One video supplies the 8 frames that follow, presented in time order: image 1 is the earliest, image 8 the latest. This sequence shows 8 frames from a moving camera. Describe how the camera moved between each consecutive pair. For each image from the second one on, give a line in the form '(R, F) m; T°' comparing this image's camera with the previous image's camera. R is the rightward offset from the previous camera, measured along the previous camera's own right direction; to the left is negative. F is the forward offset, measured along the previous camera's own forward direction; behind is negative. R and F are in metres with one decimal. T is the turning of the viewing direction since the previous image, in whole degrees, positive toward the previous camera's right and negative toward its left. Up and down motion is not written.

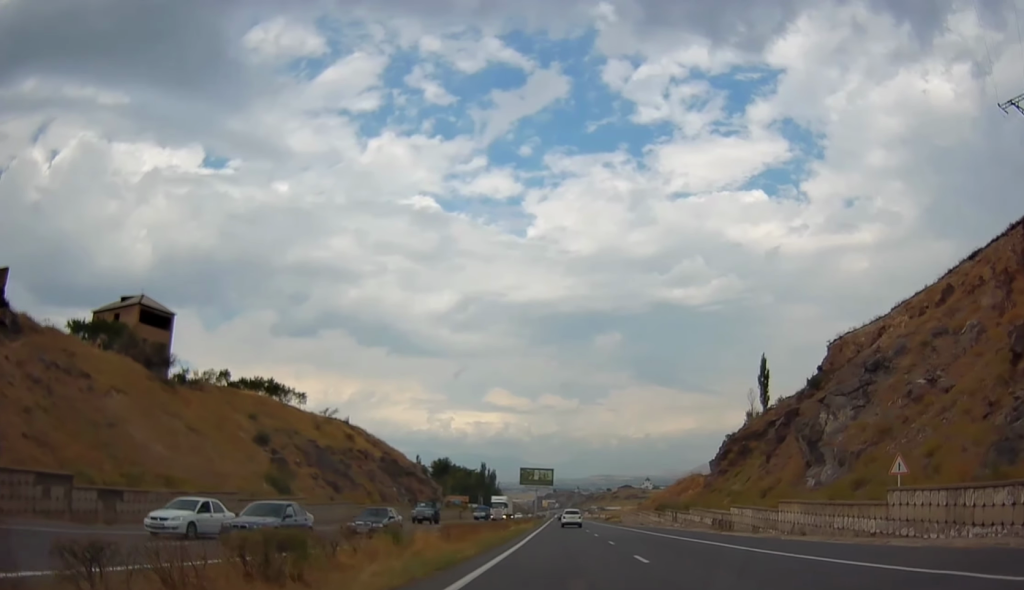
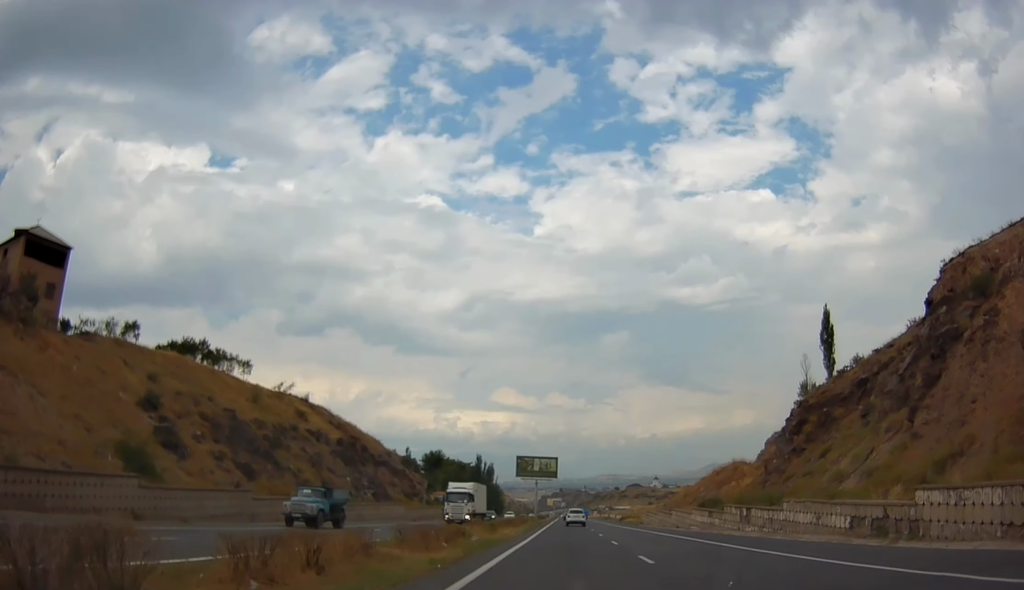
(-0.2, +23.4) m; -1°
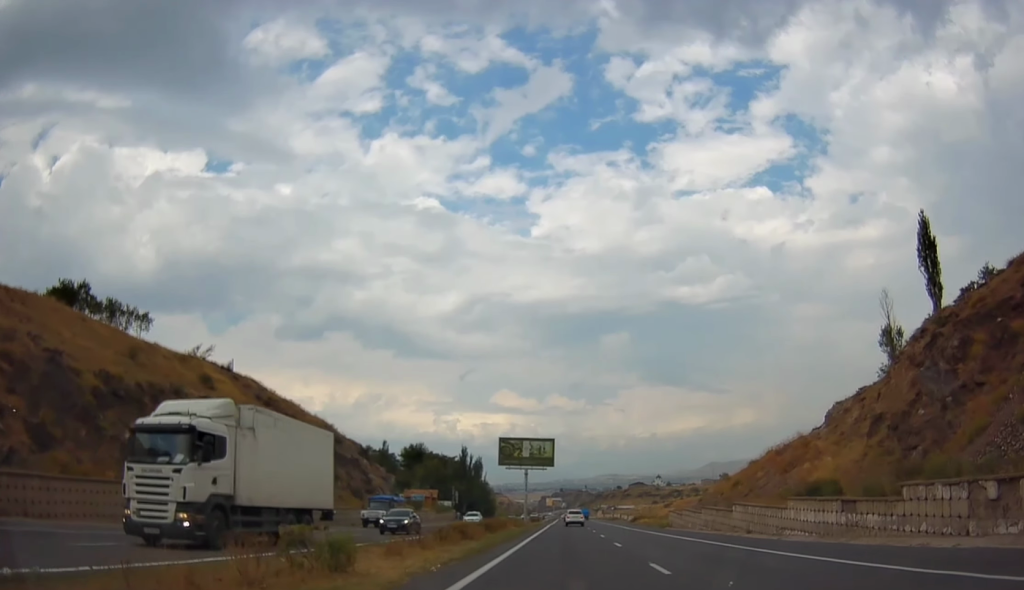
(-0.2, +25.1) m; 0°
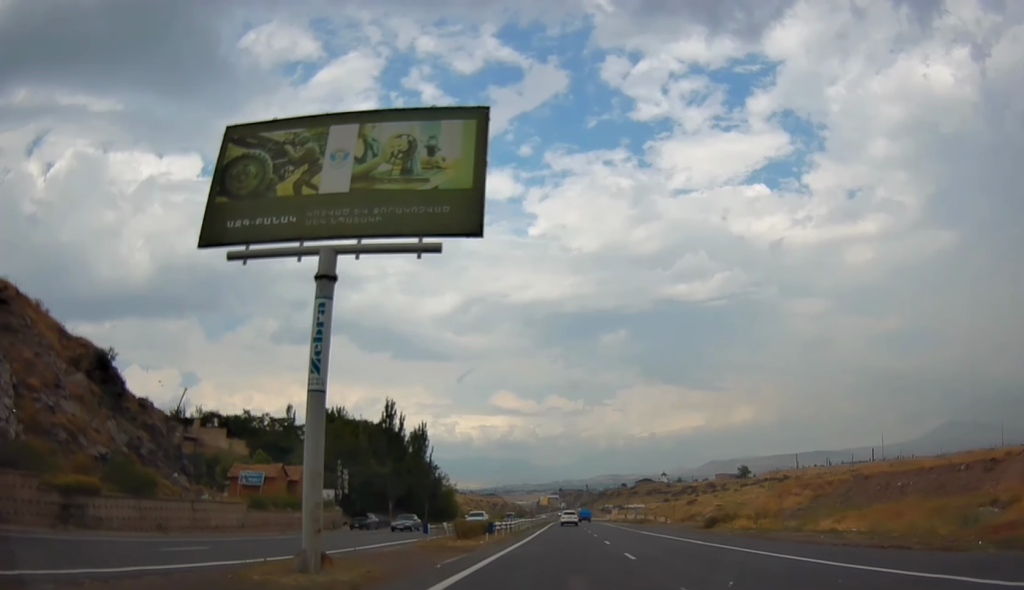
(+0.8, +62.2) m; +1°
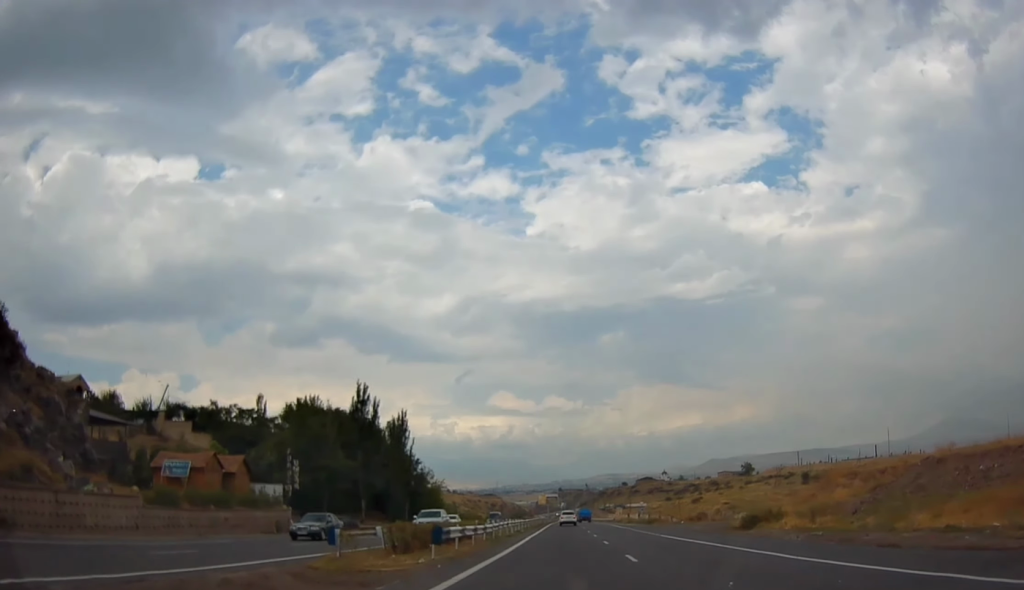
(-0.2, +11.7) m; 0°
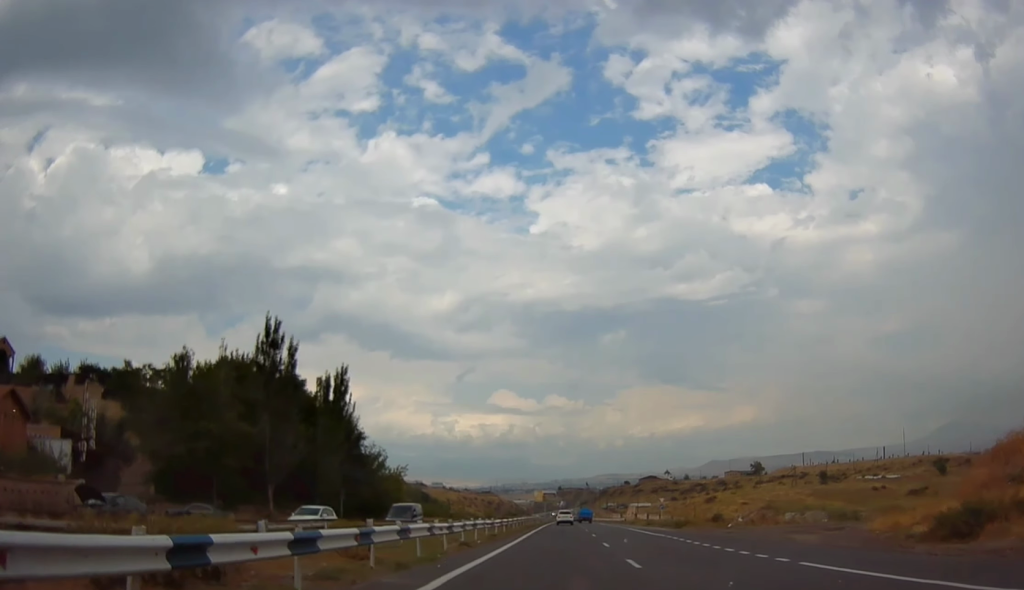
(-0.2, +24.6) m; 0°
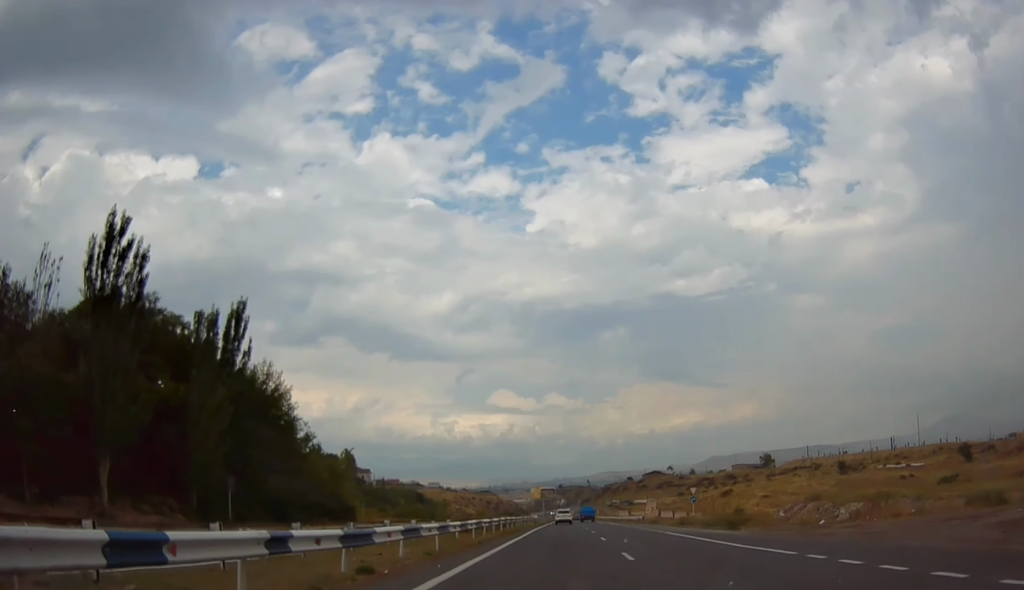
(0.0, +21.5) m; 0°
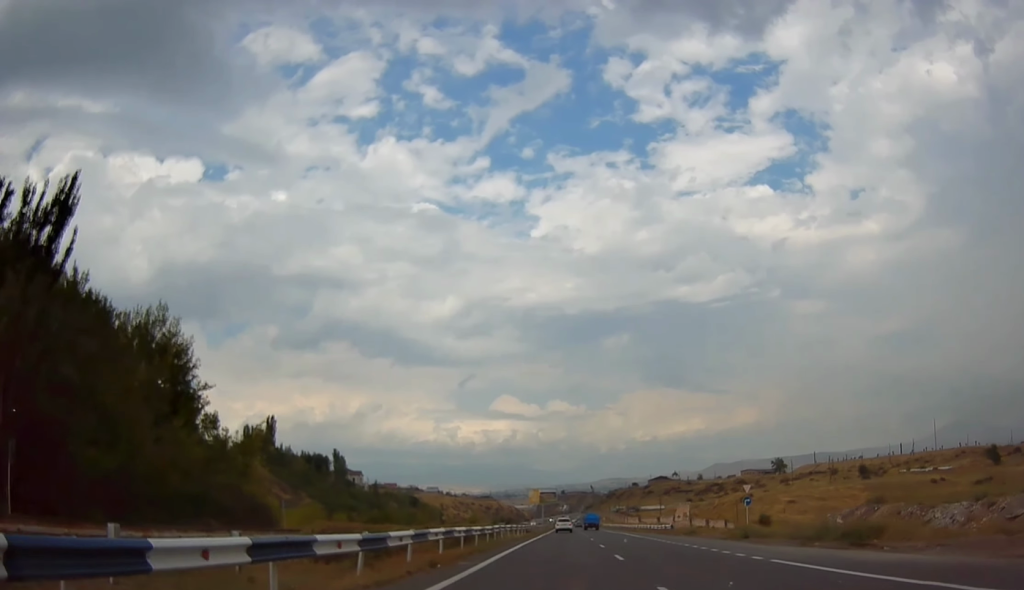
(0.0, +19.4) m; 0°
